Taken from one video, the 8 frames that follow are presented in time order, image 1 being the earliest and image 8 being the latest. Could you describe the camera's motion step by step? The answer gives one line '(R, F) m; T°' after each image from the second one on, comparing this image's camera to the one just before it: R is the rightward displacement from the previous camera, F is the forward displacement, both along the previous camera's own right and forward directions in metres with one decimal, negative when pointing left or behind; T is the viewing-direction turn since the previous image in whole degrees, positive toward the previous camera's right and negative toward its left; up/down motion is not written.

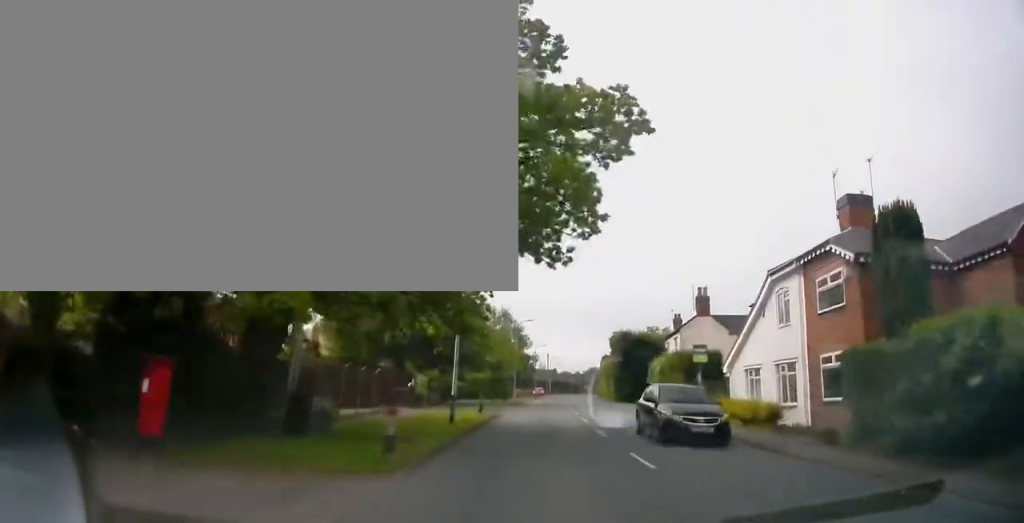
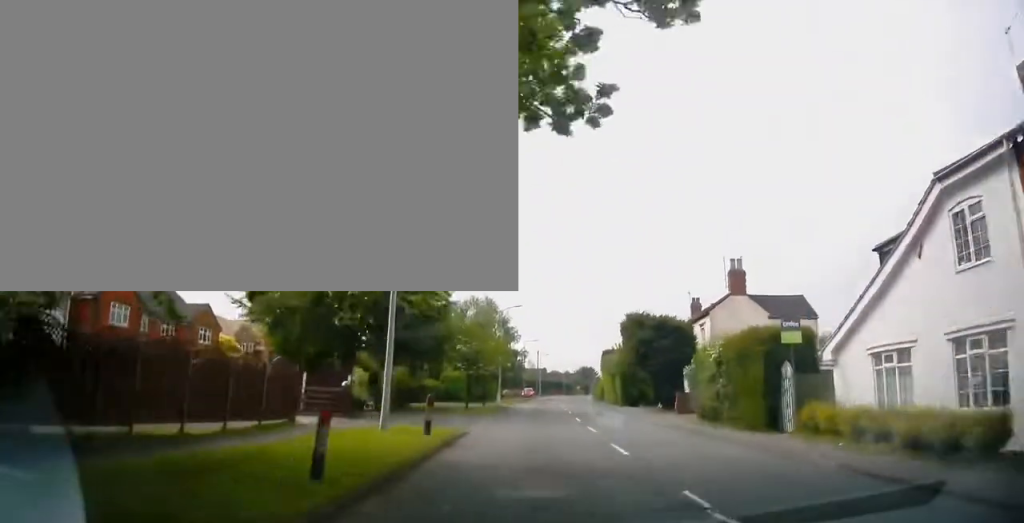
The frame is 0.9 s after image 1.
(0.0, +10.2) m; +1°
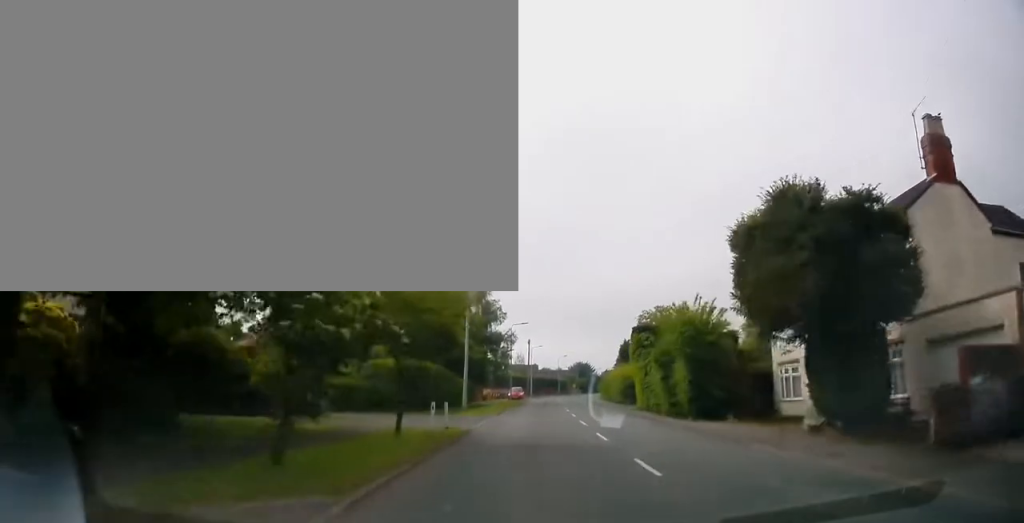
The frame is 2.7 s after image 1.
(+0.4, +21.0) m; +1°
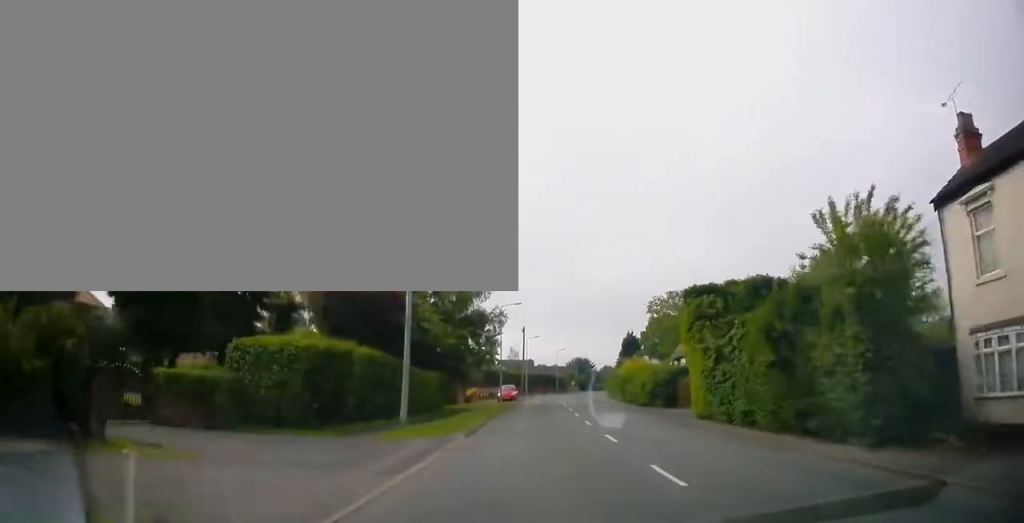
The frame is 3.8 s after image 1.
(-0.1, +13.2) m; +1°
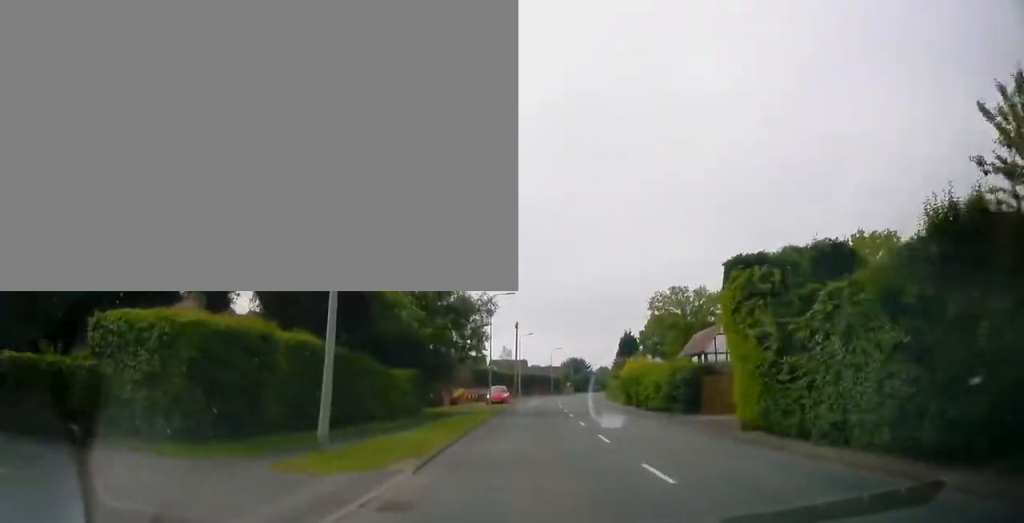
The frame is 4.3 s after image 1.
(+0.1, +6.1) m; +1°
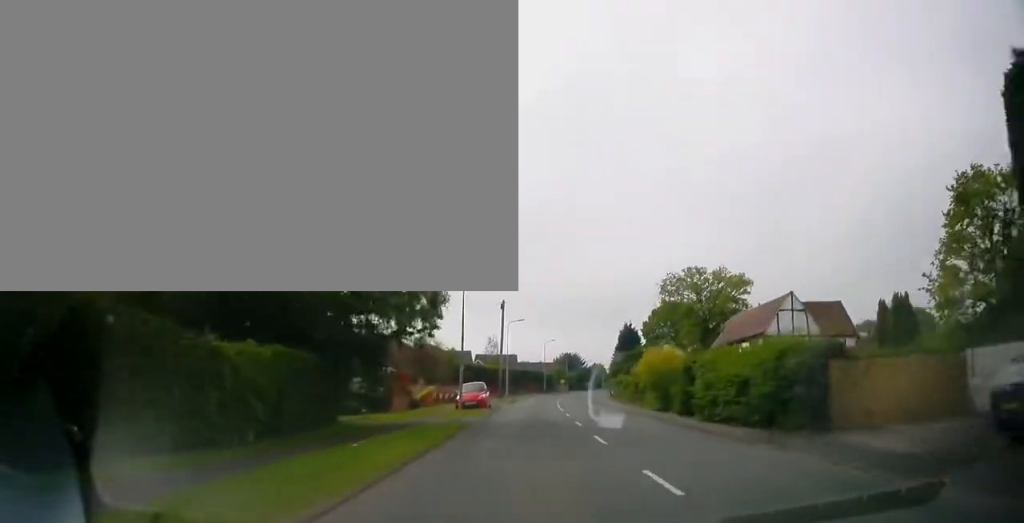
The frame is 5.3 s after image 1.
(0.0, +12.8) m; +2°
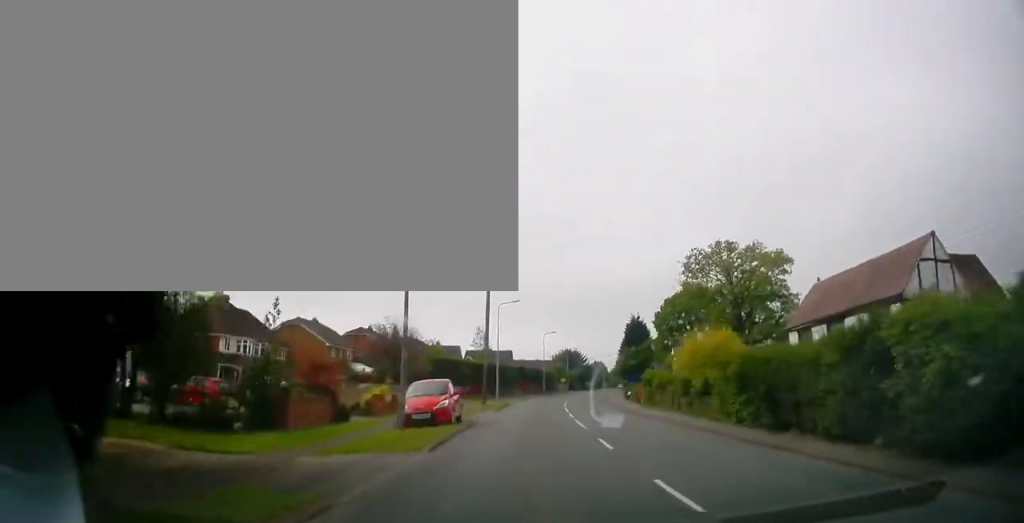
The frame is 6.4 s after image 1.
(+0.3, +13.4) m; 0°
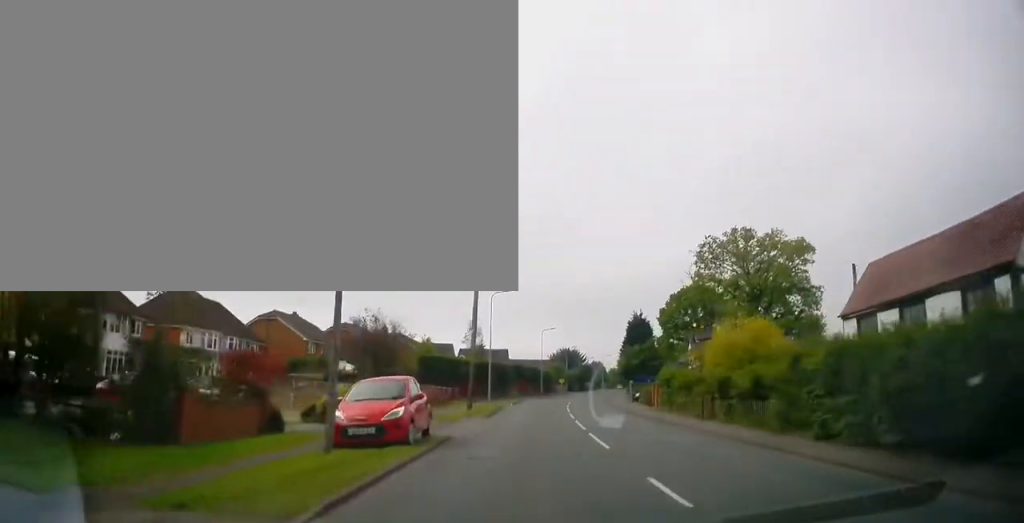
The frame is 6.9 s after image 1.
(-0.1, +5.7) m; 0°
